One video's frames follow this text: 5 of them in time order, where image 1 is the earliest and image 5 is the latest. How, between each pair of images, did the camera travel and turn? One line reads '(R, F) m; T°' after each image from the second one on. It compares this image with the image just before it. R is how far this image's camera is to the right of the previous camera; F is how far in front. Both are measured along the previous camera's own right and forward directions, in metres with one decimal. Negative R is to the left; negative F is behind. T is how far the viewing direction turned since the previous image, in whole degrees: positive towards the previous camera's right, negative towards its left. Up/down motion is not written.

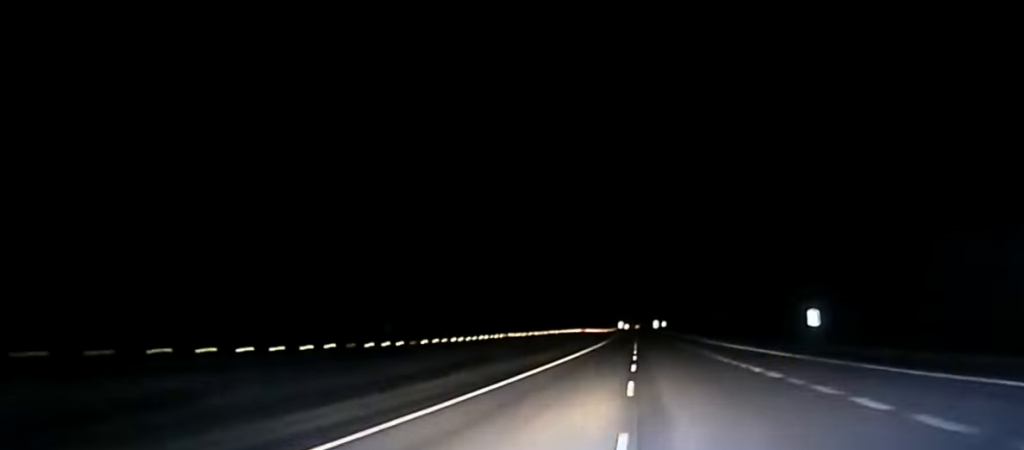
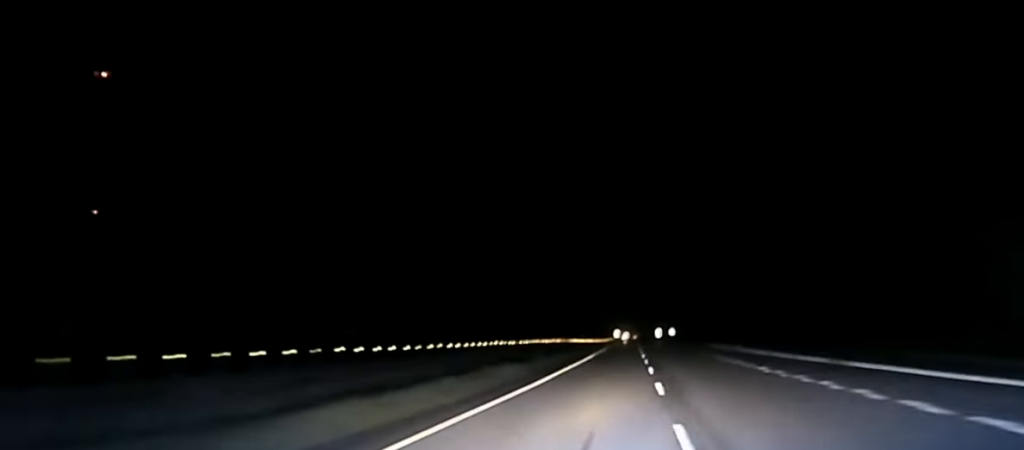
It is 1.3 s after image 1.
(-0.3, +82.2) m; 0°
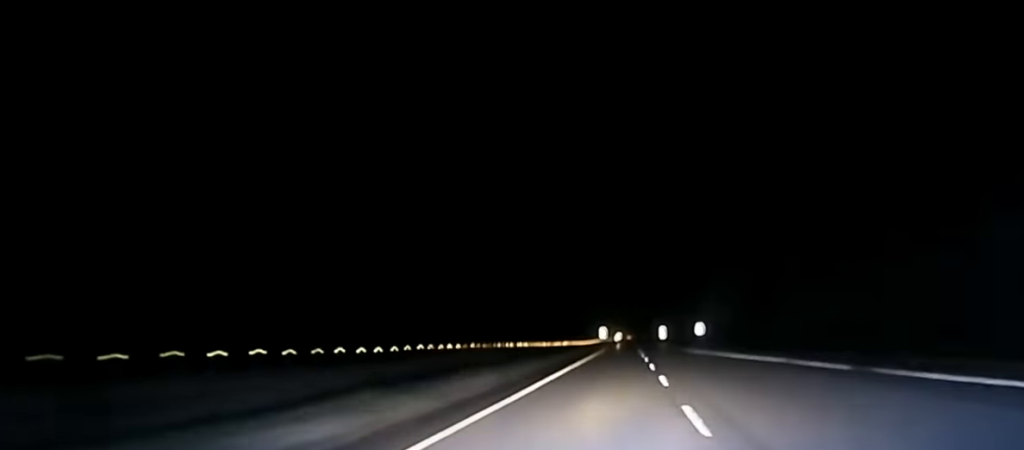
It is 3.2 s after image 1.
(-0.1, +130.2) m; 0°
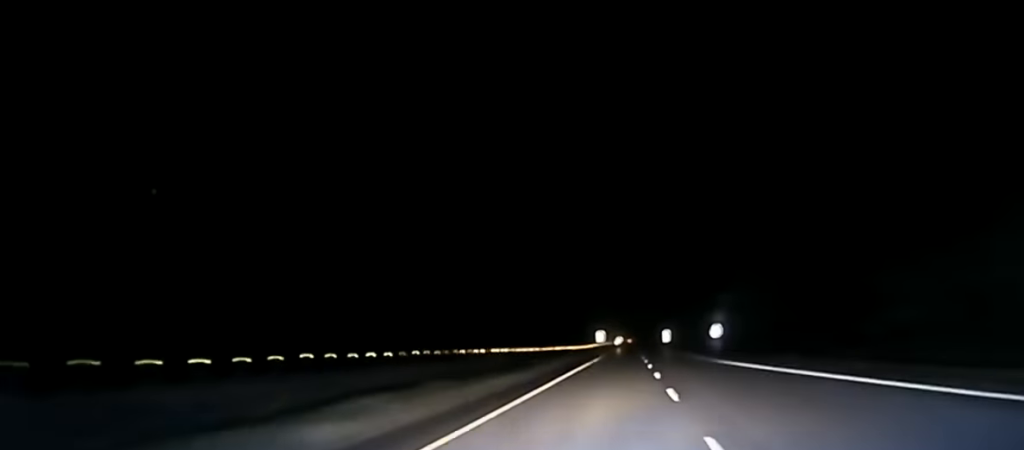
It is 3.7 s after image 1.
(+0.1, +29.0) m; 0°
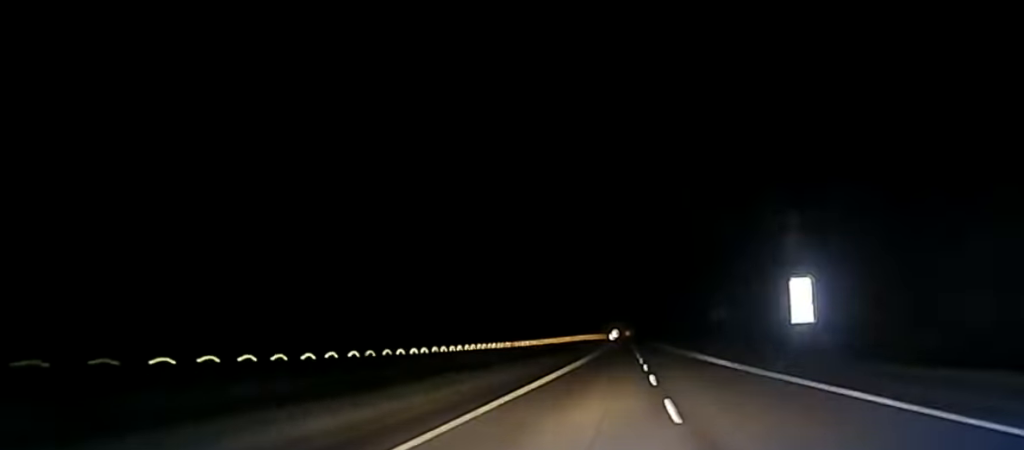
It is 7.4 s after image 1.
(+1.3, +250.5) m; 0°
